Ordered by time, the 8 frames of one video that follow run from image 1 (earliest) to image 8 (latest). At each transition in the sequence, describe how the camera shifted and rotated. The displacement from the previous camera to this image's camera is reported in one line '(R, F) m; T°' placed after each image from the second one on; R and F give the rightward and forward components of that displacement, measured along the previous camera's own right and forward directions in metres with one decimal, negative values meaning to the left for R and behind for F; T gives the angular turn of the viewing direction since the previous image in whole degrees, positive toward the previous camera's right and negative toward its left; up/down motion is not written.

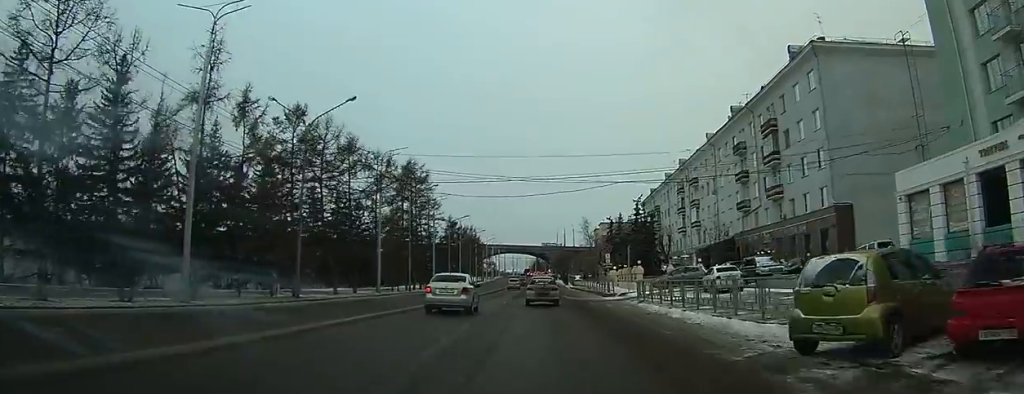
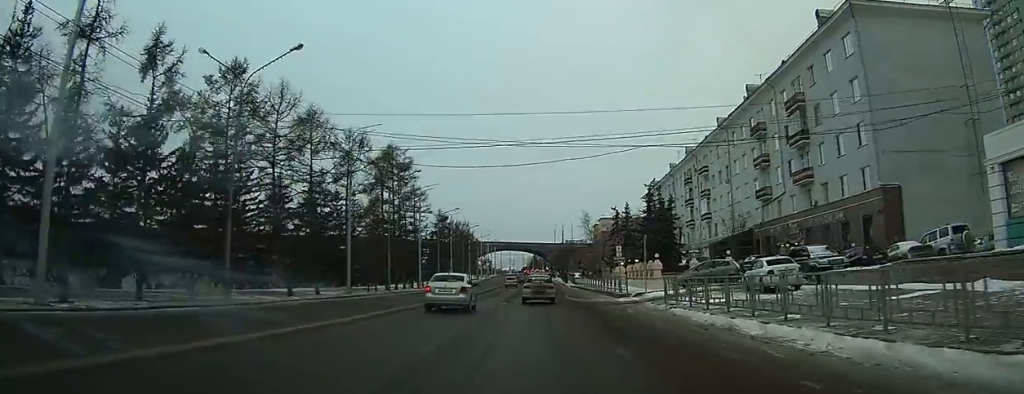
(+0.1, +7.2) m; +1°
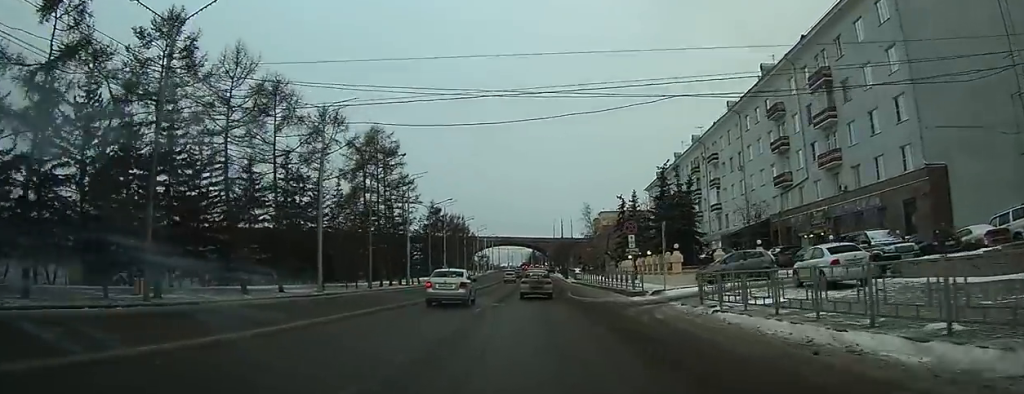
(0.0, +4.9) m; 0°
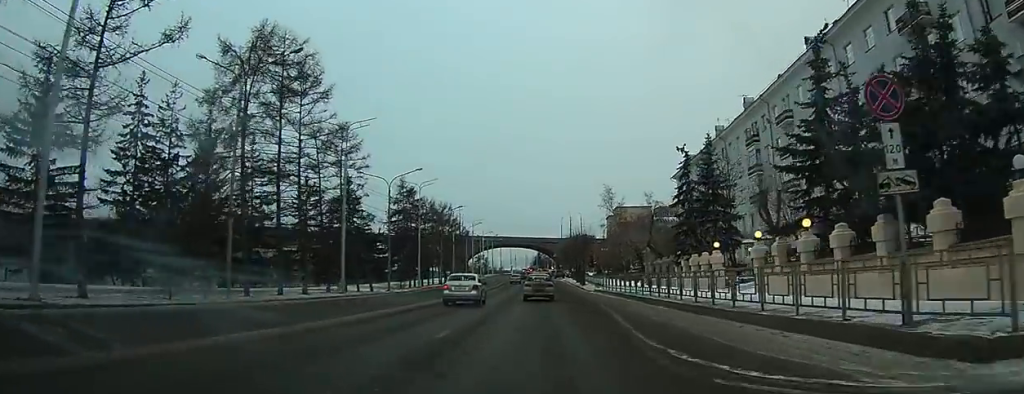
(-0.4, +20.9) m; -3°
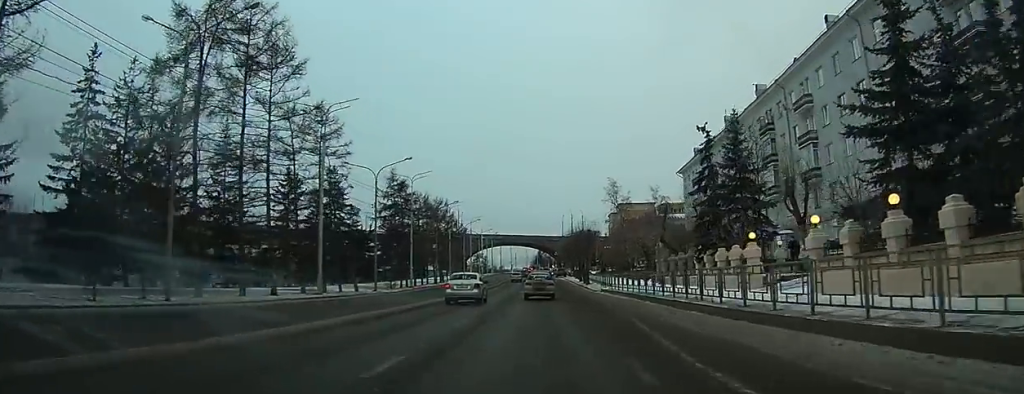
(-0.1, +4.2) m; 0°
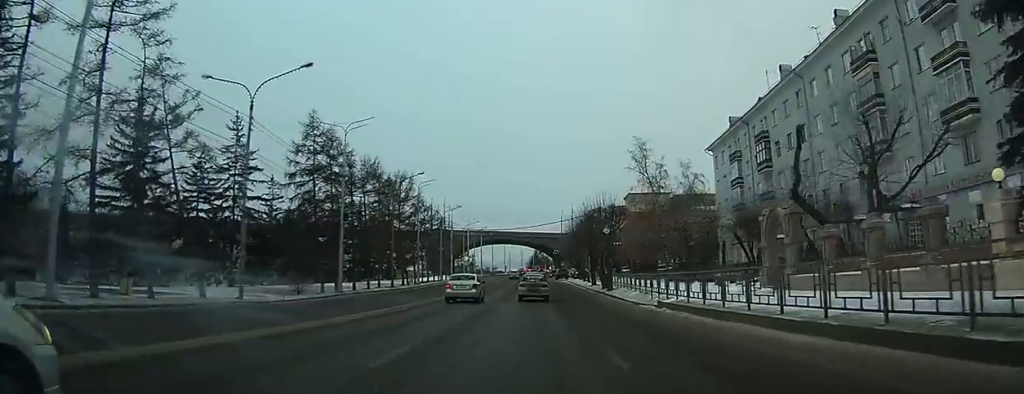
(+0.2, +21.8) m; +1°
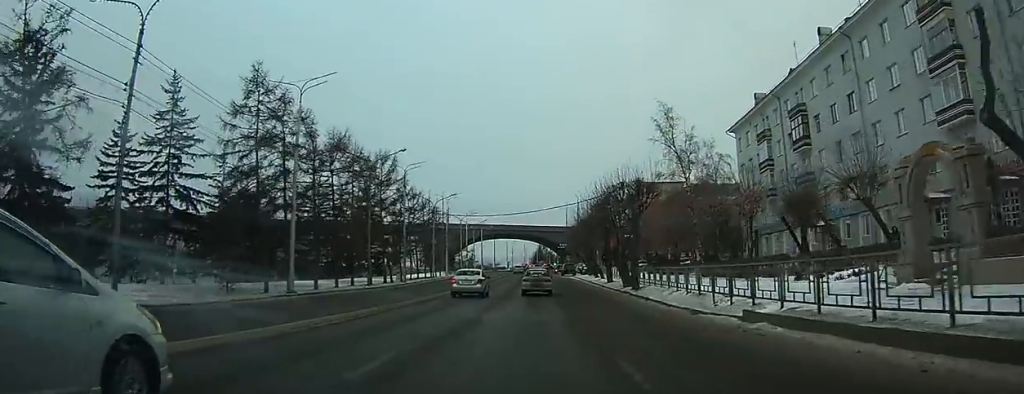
(0.0, +9.7) m; -1°
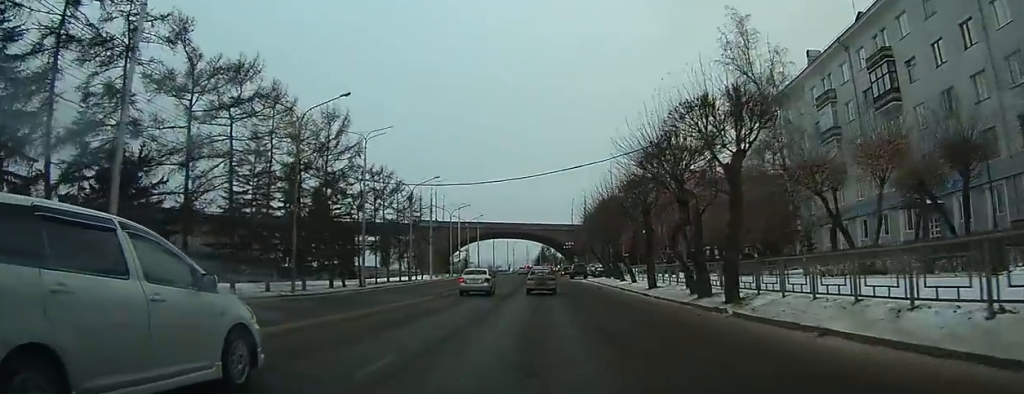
(-0.1, +16.6) m; 0°
